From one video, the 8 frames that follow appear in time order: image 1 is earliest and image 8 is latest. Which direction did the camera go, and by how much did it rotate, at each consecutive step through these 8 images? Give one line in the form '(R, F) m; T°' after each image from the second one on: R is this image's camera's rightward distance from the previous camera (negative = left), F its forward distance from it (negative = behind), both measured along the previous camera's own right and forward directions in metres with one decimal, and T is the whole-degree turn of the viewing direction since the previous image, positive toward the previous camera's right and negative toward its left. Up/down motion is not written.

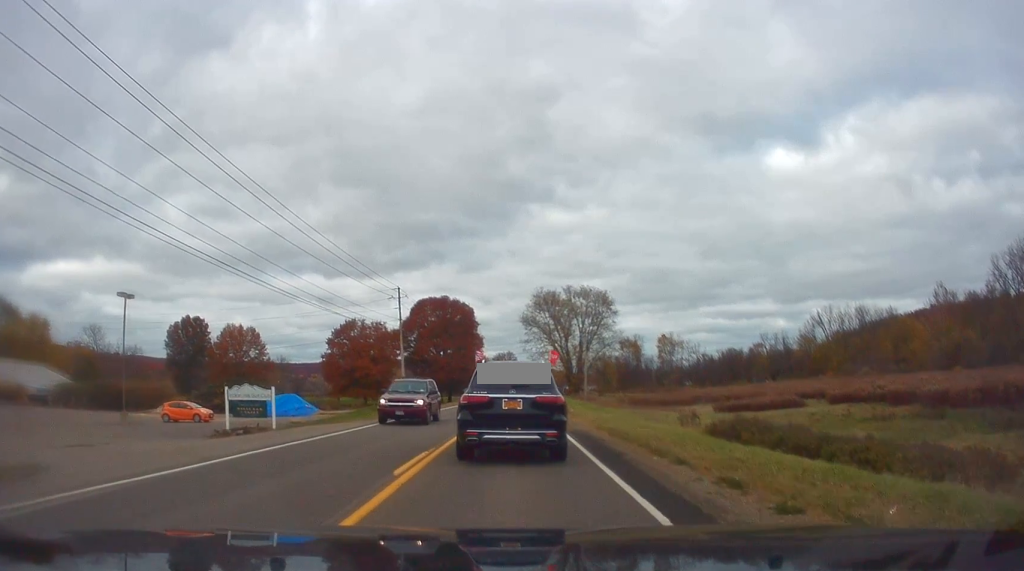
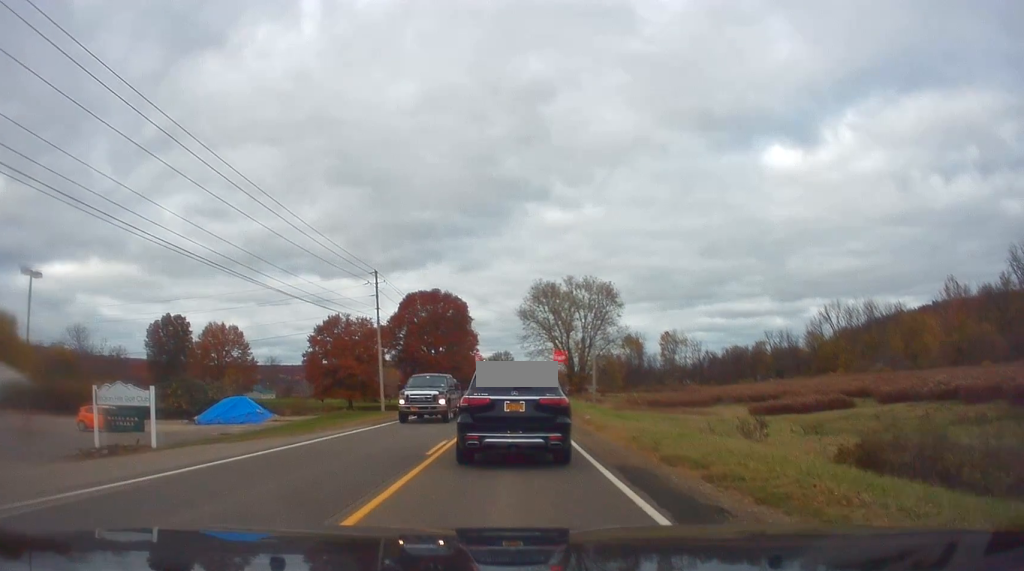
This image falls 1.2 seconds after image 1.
(-0.4, +11.3) m; -2°
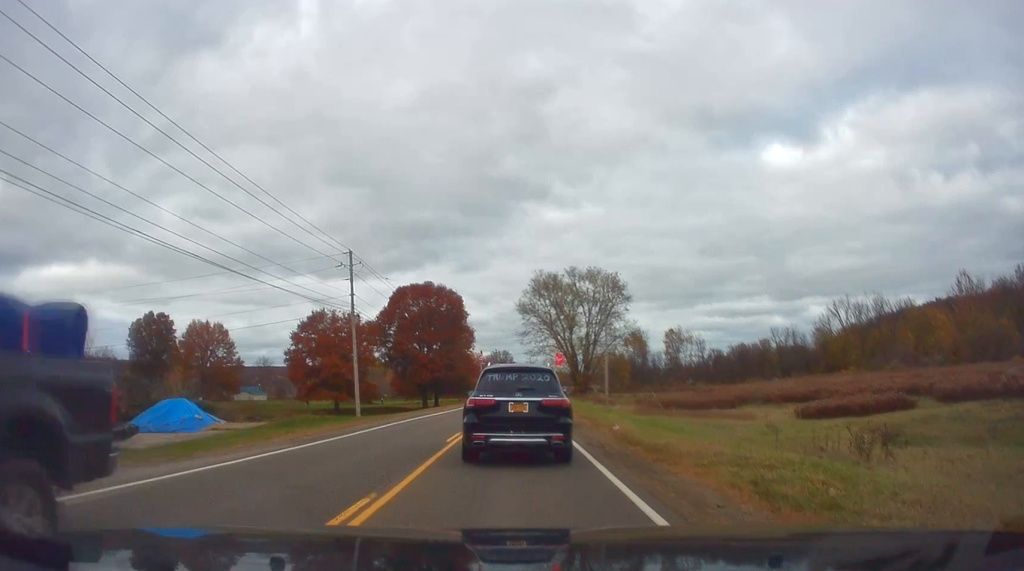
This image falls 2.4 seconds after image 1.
(+0.2, +10.2) m; +3°
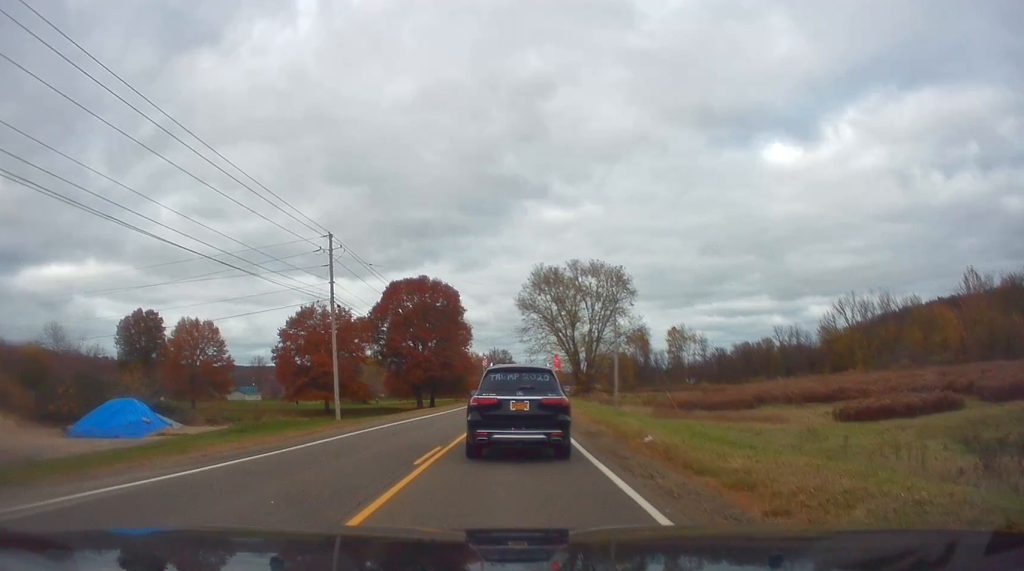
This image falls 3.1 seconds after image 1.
(+0.3, +6.1) m; 0°
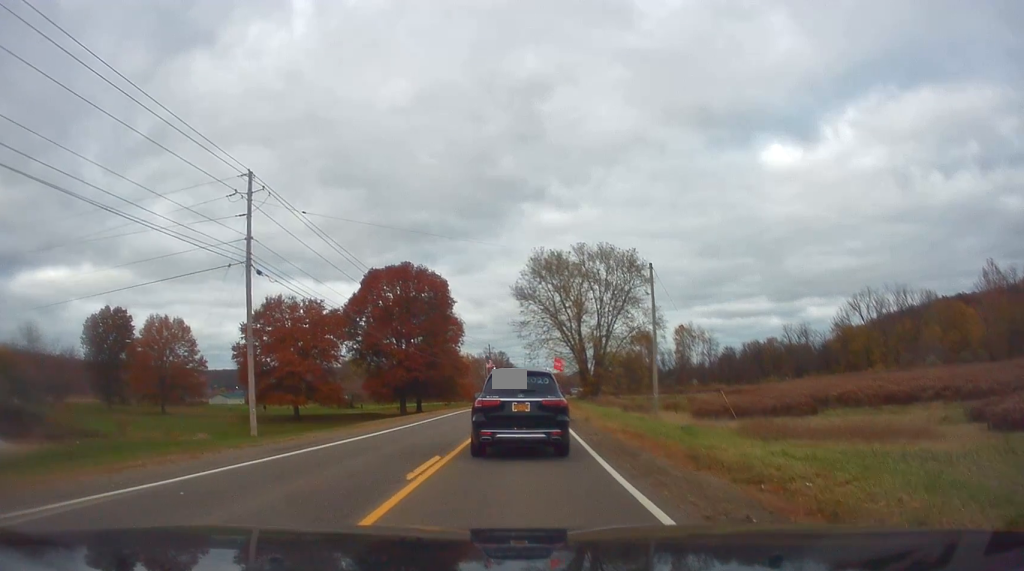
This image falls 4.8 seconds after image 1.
(-0.6, +13.7) m; -3°
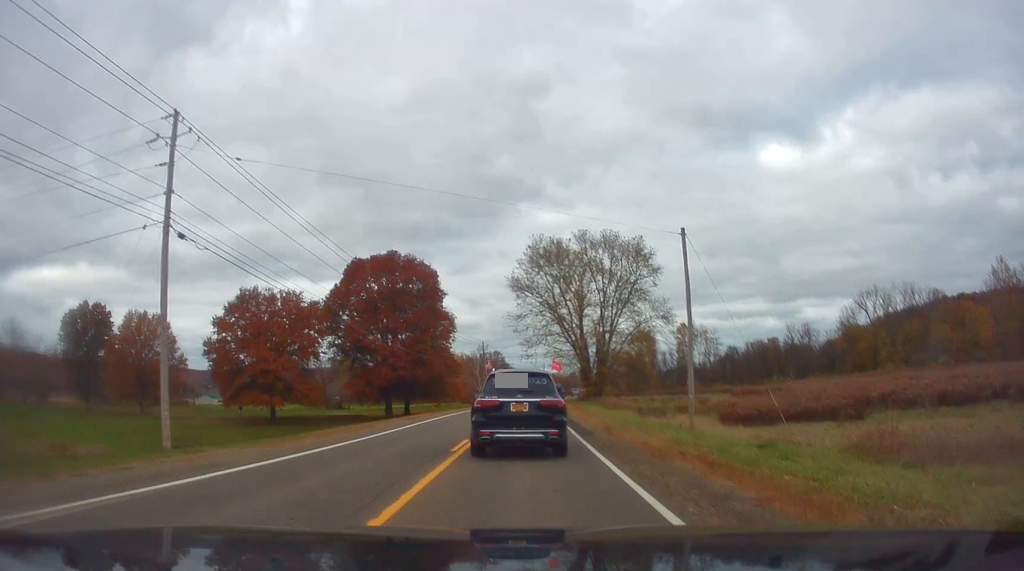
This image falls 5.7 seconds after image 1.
(0.0, +6.8) m; 0°
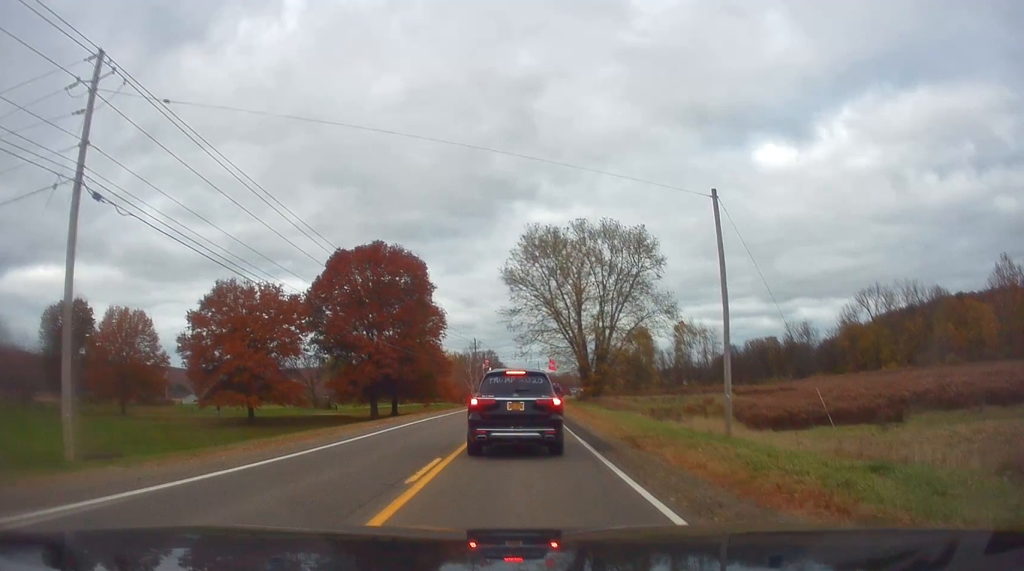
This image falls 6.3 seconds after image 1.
(0.0, +4.7) m; 0°
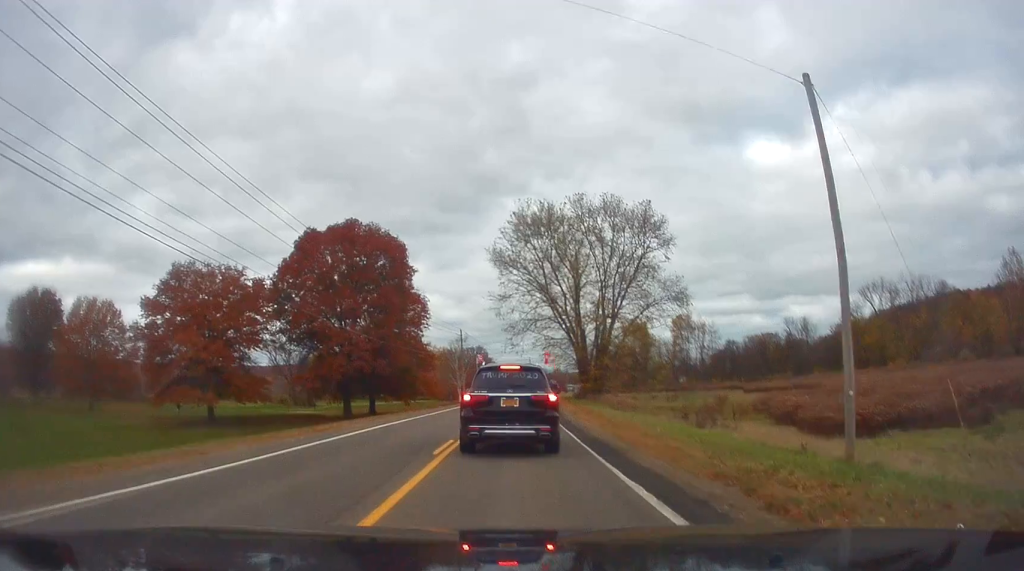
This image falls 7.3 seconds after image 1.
(0.0, +7.5) m; 0°
